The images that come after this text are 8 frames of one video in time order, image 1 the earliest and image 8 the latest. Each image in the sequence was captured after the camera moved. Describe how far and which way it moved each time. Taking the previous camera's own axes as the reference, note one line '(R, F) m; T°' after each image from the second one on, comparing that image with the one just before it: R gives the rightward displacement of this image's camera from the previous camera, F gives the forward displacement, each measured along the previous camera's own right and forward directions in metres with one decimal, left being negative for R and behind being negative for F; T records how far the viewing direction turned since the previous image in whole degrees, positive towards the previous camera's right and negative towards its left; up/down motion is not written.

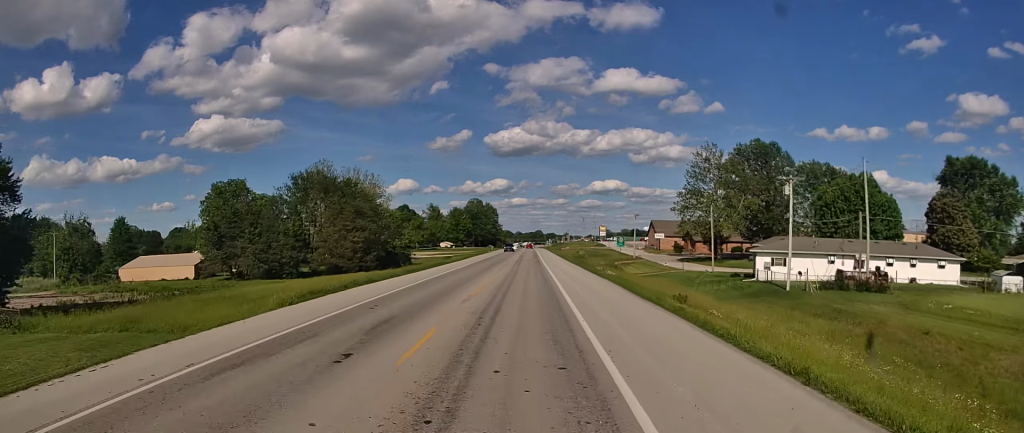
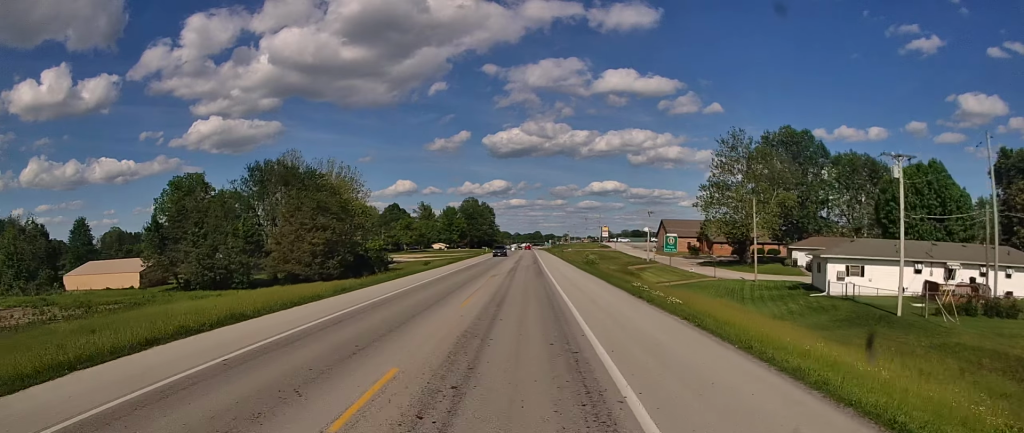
(-0.3, +15.7) m; -1°
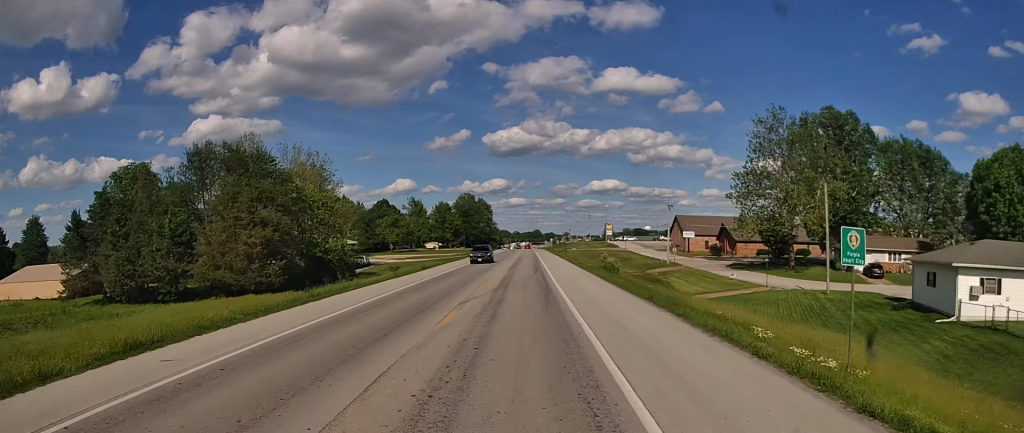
(0.0, +16.3) m; 0°
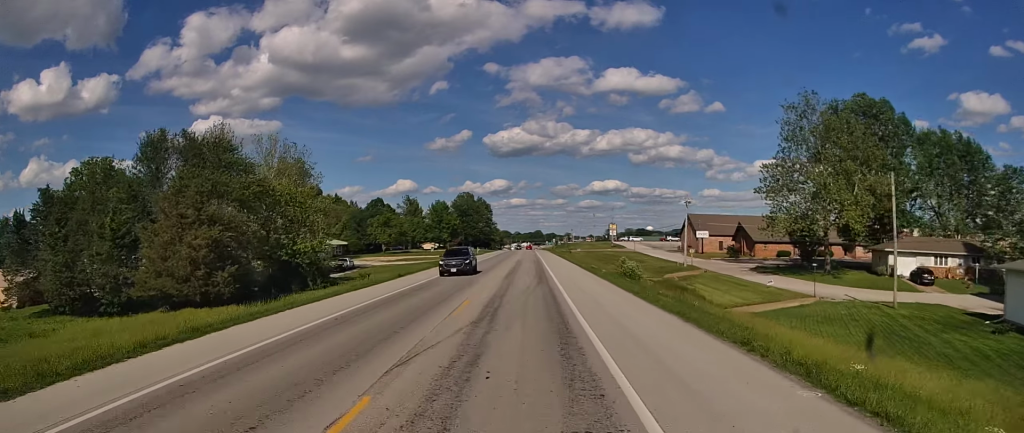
(+0.1, +9.8) m; +1°
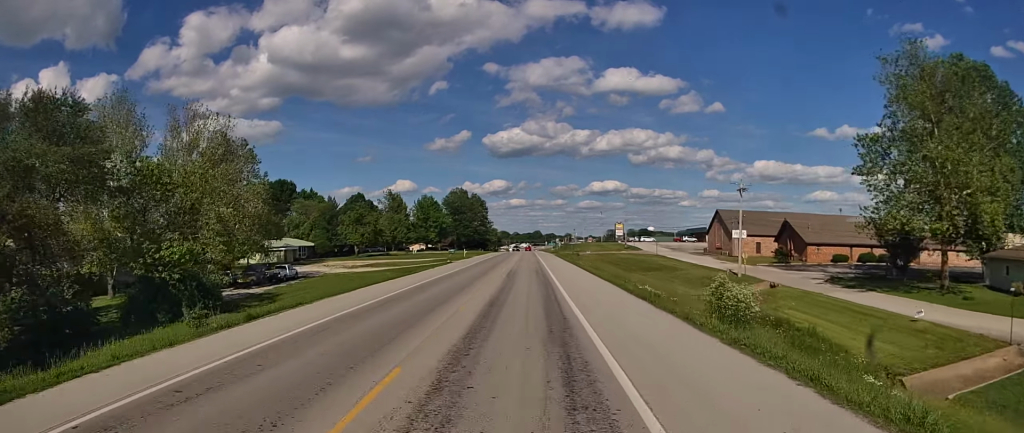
(+0.1, +22.4) m; 0°
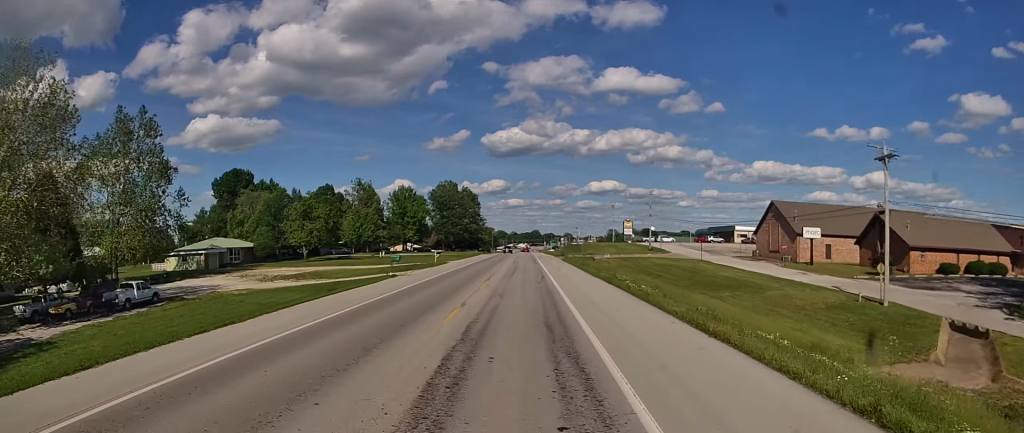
(-0.7, +27.5) m; 0°
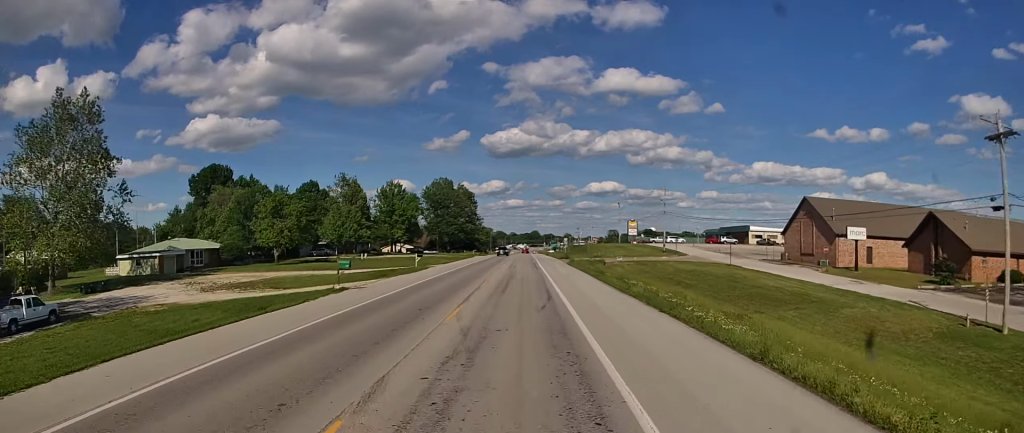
(0.0, +11.2) m; +1°
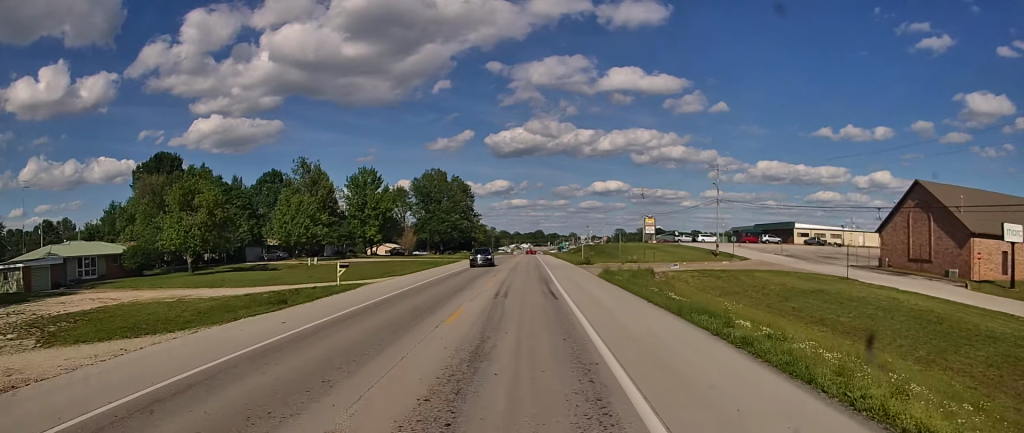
(+0.3, +24.5) m; 0°
